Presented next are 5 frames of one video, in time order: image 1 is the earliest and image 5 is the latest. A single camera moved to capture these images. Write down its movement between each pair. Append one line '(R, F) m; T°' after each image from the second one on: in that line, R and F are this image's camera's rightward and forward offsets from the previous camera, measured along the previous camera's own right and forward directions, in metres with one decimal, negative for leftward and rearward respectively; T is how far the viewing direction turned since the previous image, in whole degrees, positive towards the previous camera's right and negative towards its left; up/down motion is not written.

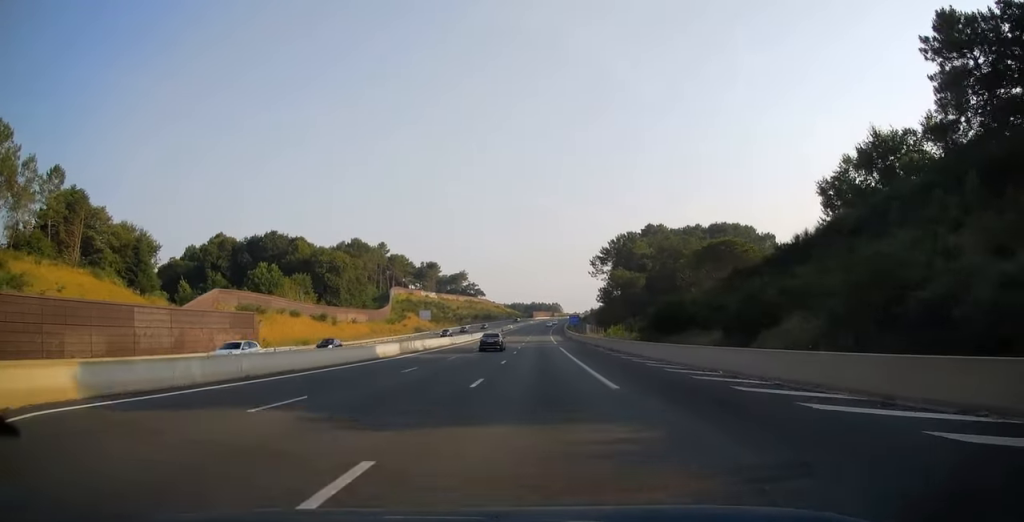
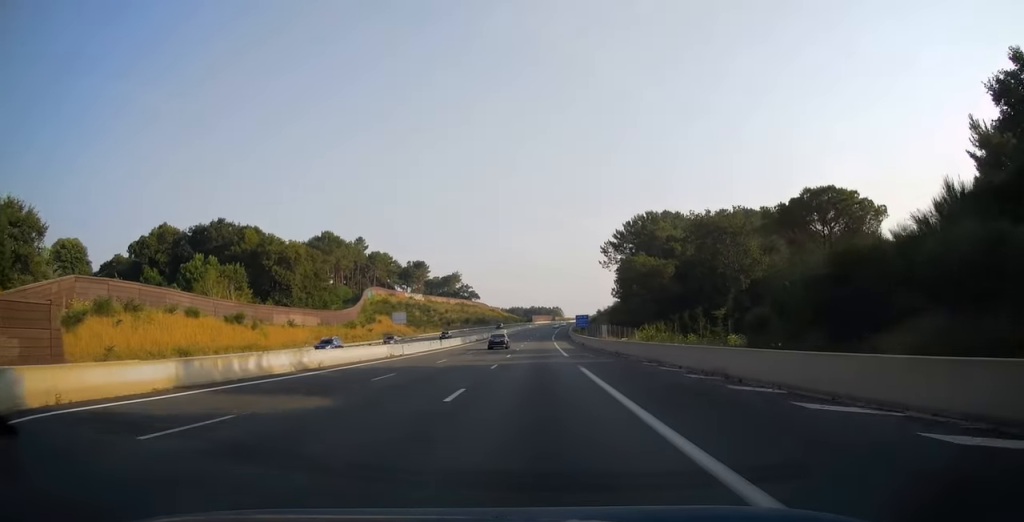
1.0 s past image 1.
(-0.1, +28.9) m; 0°
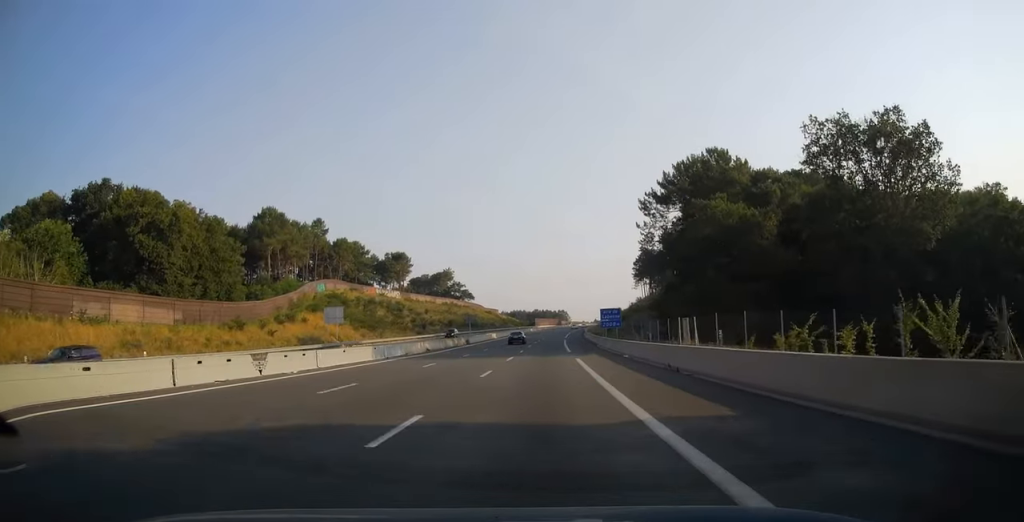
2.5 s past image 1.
(0.0, +43.9) m; 0°
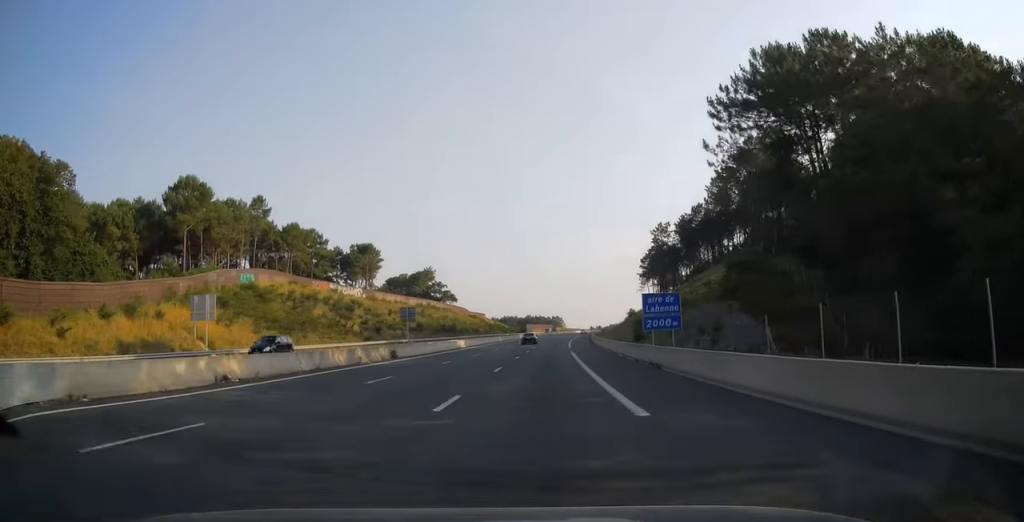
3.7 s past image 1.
(0.0, +34.5) m; +1°
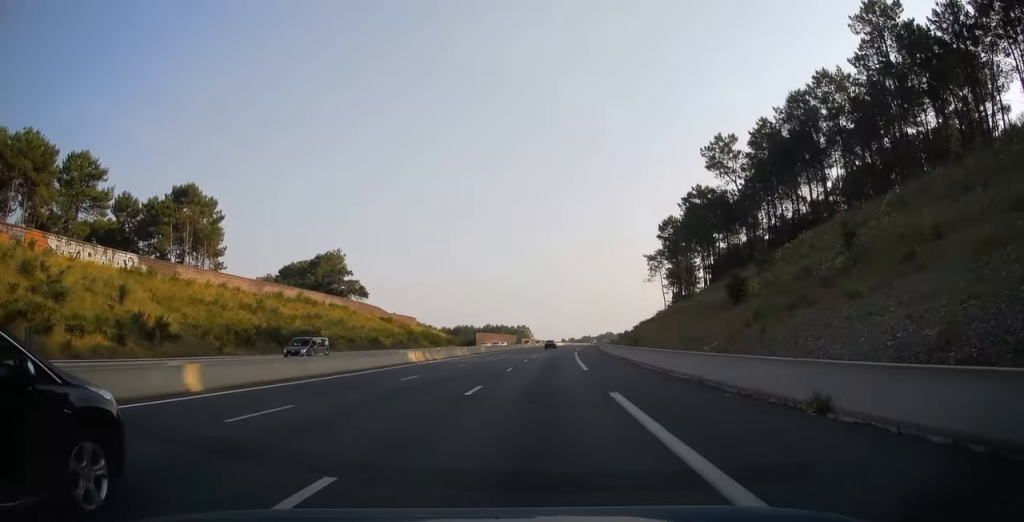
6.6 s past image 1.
(+2.4, +85.3) m; +3°
